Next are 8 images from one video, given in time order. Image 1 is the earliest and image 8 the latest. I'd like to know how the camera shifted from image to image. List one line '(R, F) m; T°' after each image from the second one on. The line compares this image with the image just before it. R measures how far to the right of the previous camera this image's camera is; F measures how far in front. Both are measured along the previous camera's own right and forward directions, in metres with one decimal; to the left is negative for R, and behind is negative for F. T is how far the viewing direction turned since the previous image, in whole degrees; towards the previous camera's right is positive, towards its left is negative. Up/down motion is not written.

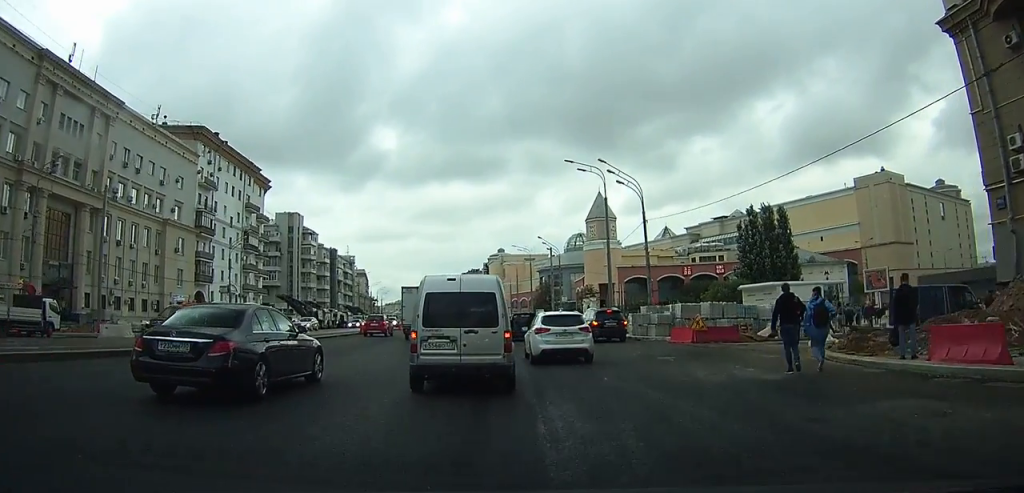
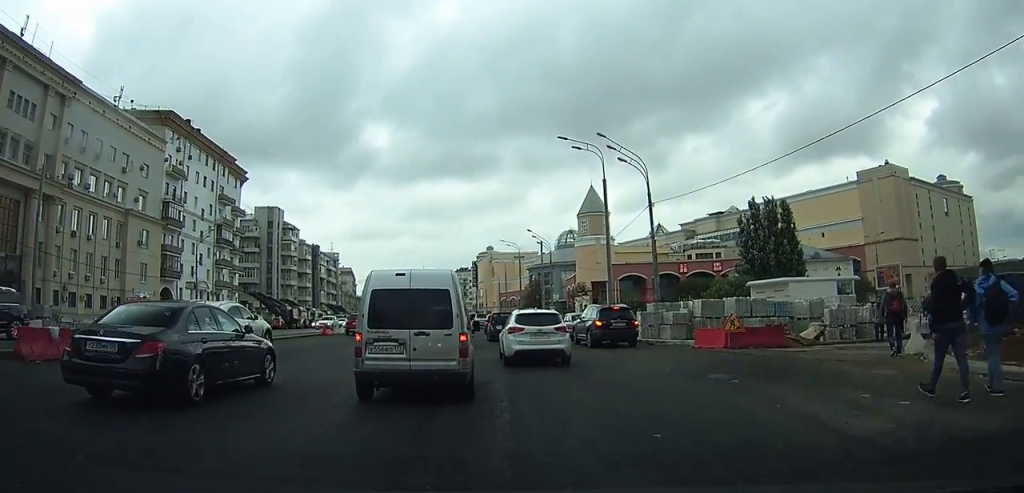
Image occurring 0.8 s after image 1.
(0.0, +6.3) m; +1°
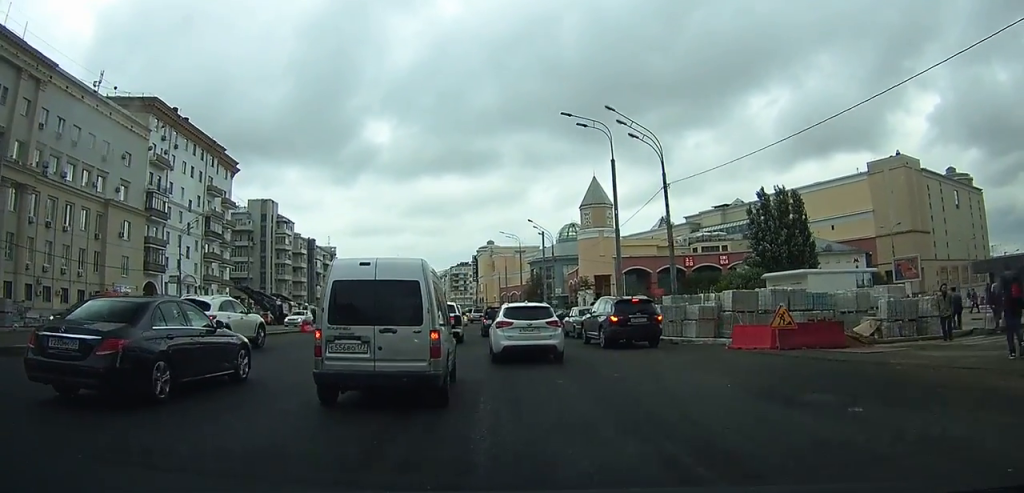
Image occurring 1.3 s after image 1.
(0.0, +4.2) m; 0°
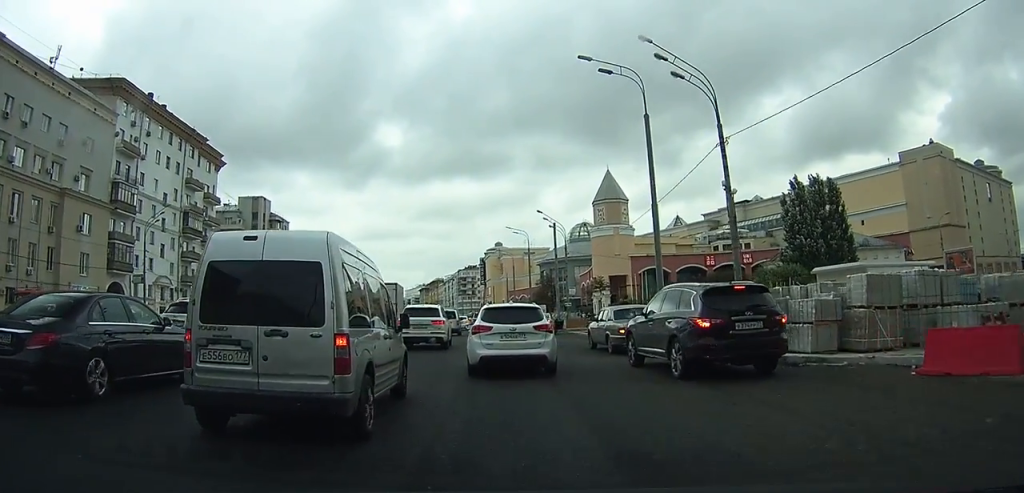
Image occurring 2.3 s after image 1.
(0.0, +9.2) m; -1°
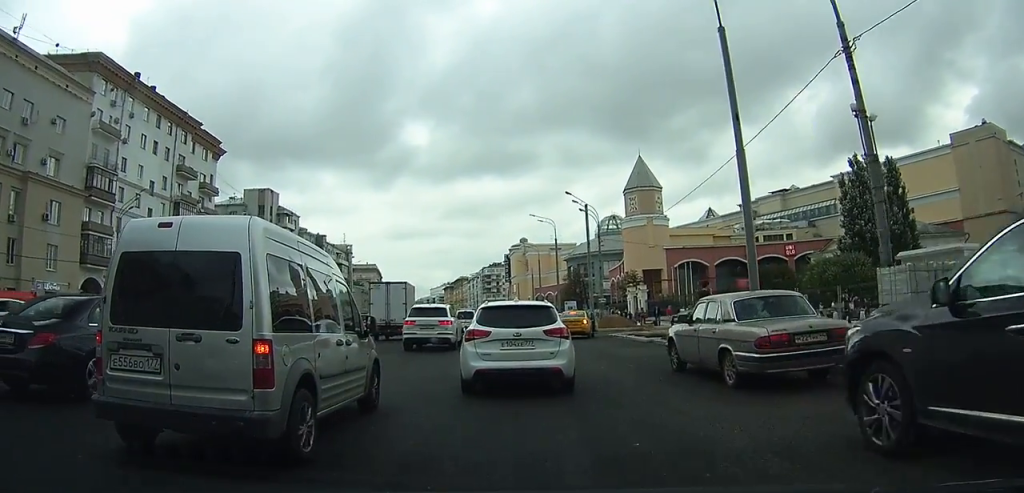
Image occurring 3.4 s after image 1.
(-0.1, +9.2) m; -3°
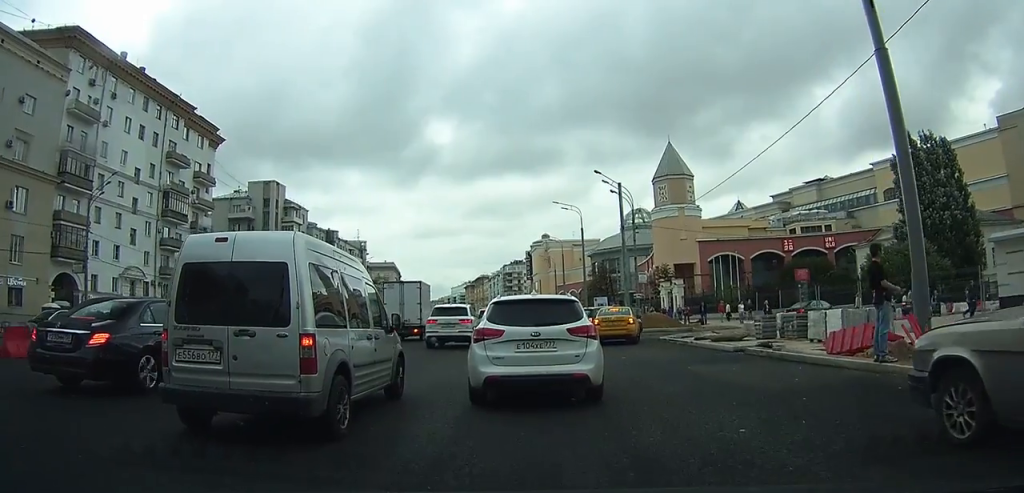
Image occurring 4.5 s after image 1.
(-0.3, +8.2) m; -4°
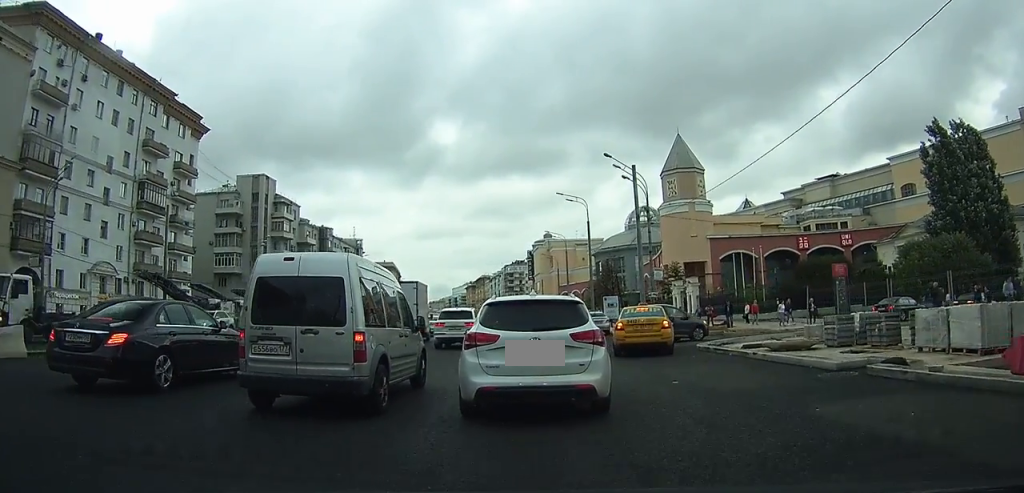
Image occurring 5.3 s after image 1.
(-0.2, +5.9) m; -2°
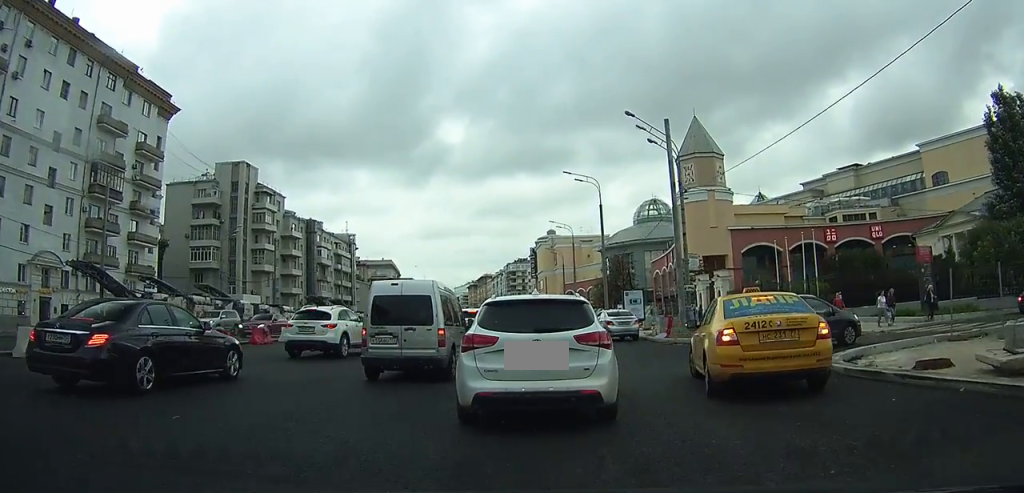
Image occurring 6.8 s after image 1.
(0.0, +9.8) m; 0°
